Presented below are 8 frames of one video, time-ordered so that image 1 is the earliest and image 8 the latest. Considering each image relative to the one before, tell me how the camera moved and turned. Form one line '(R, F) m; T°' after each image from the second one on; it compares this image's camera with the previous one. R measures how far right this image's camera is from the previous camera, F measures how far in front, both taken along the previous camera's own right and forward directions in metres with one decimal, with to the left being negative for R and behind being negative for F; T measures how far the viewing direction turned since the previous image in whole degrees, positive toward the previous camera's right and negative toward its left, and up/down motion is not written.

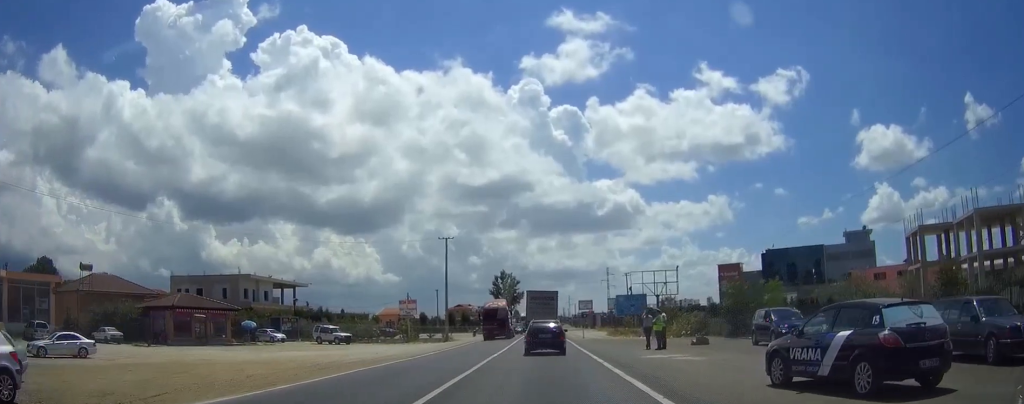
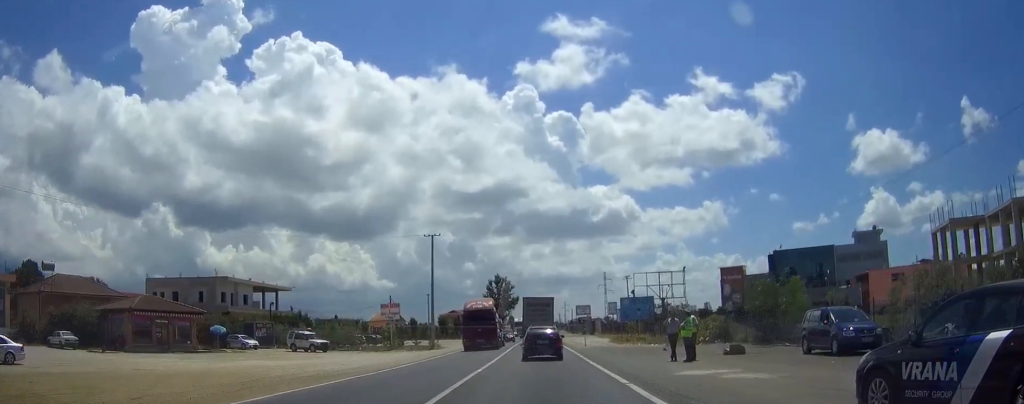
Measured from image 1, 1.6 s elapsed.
(+0.2, +15.7) m; +1°
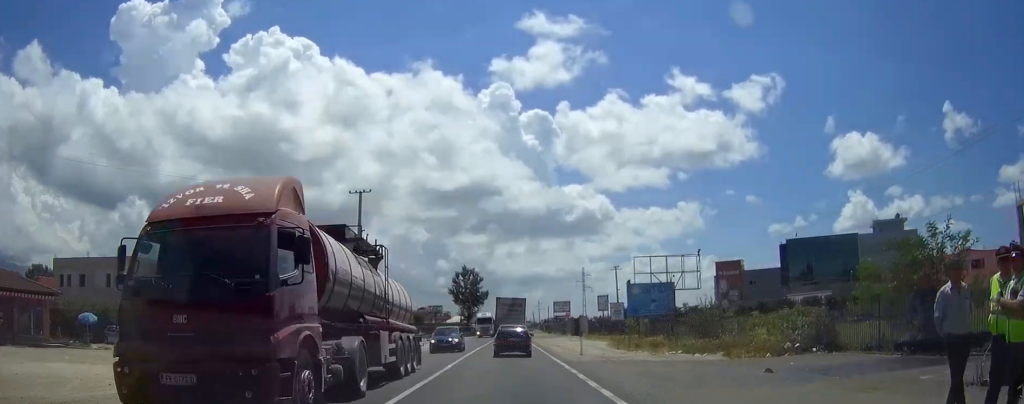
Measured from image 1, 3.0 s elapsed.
(+0.1, +14.2) m; 0°
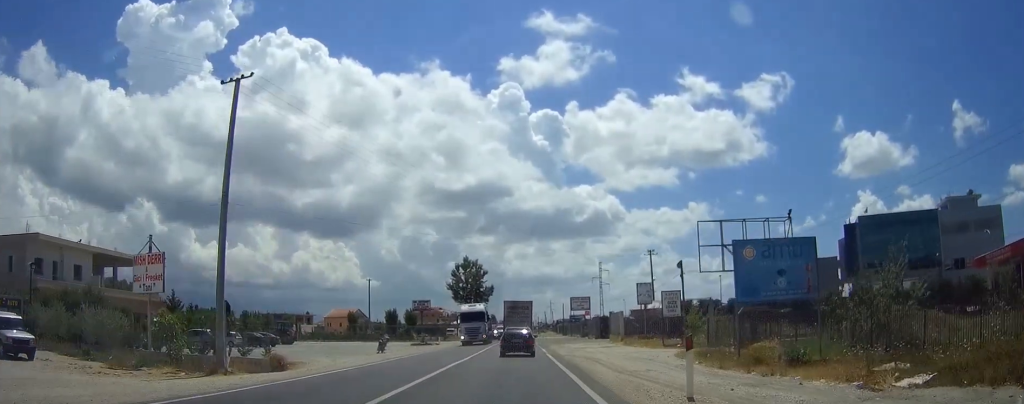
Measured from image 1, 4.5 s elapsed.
(+0.1, +18.0) m; 0°
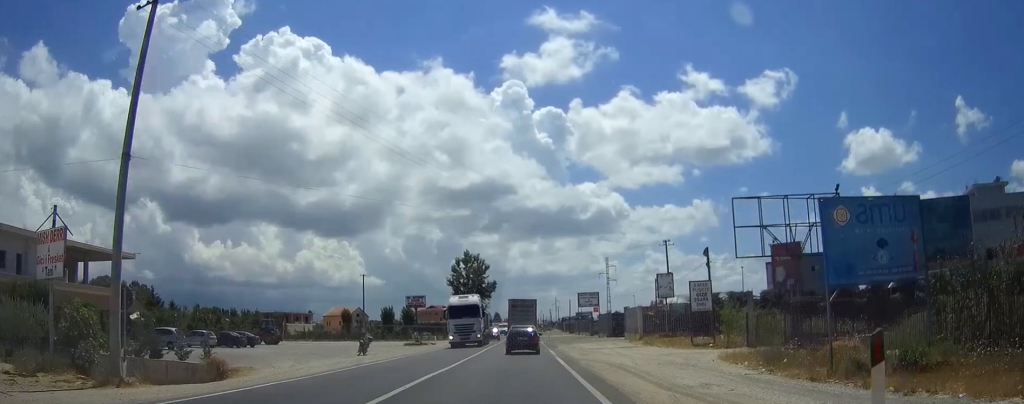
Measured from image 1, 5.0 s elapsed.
(0.0, +5.8) m; 0°
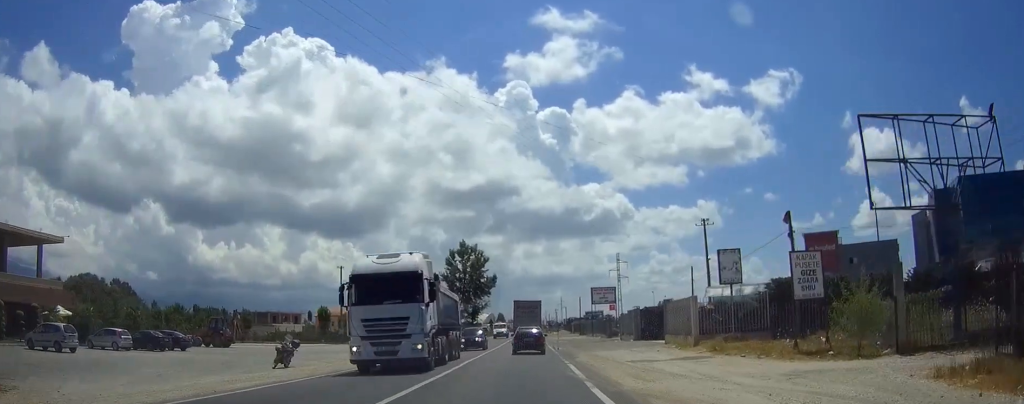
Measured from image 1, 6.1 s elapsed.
(0.0, +12.6) m; 0°
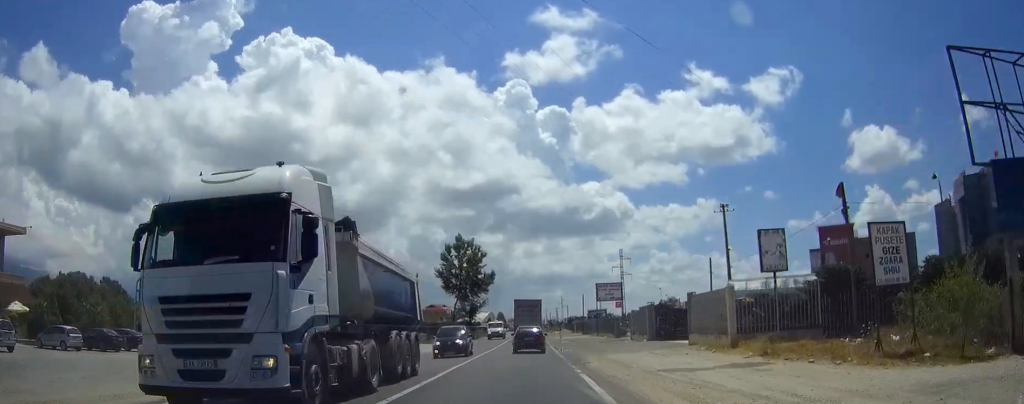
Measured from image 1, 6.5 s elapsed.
(0.0, +5.2) m; 0°
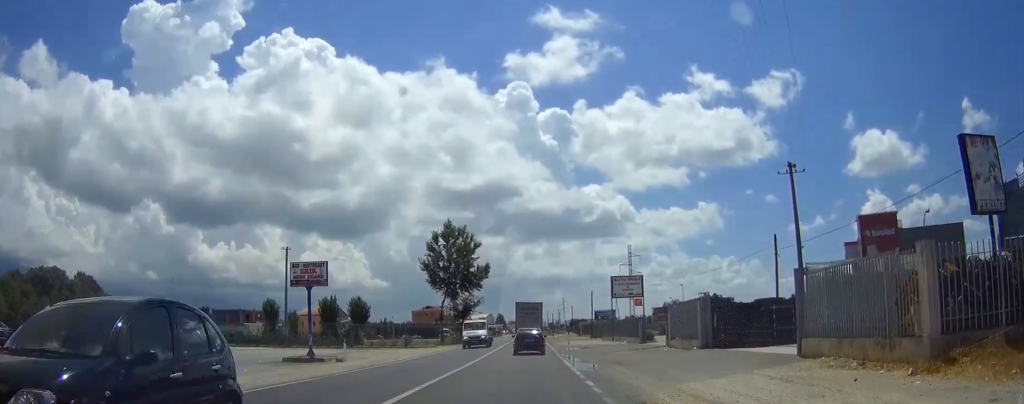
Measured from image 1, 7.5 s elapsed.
(-0.1, +12.9) m; 0°
